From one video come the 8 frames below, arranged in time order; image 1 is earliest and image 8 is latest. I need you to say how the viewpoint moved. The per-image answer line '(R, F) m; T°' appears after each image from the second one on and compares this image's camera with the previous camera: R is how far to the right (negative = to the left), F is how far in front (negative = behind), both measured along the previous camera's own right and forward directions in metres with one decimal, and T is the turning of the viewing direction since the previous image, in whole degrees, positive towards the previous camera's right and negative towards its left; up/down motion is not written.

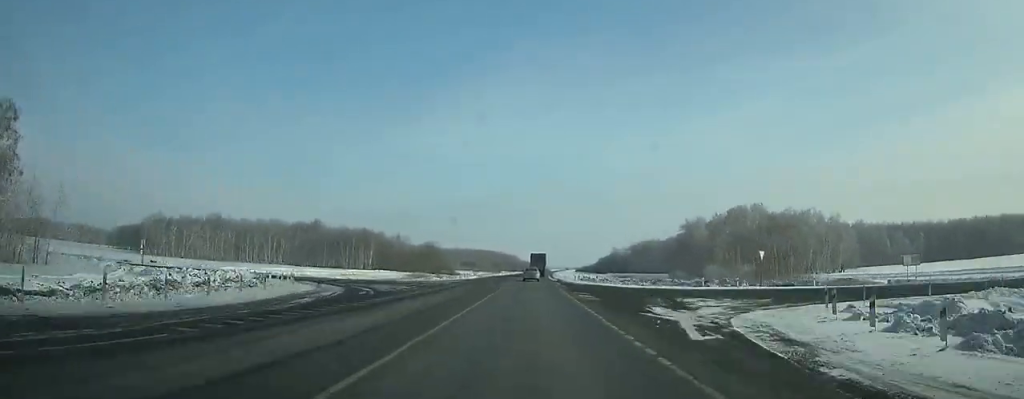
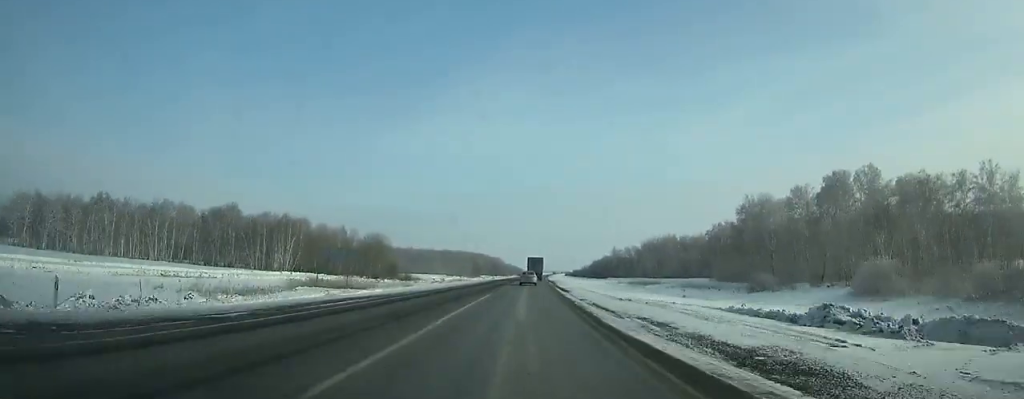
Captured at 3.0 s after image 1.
(+0.7, +69.9) m; +1°
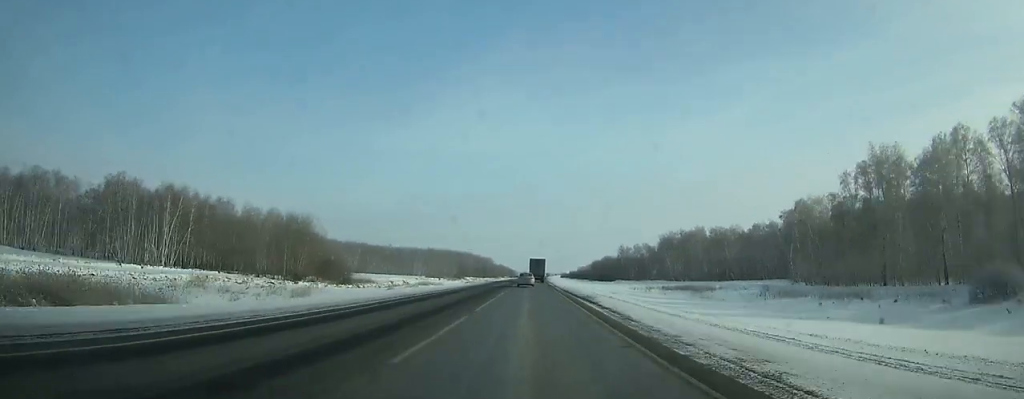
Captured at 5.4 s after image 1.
(+0.5, +56.2) m; +1°
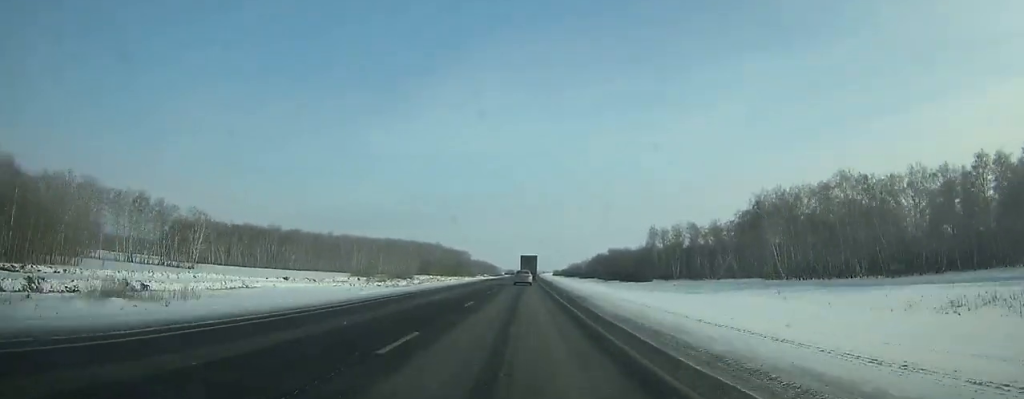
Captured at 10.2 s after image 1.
(+1.1, +113.4) m; +1°
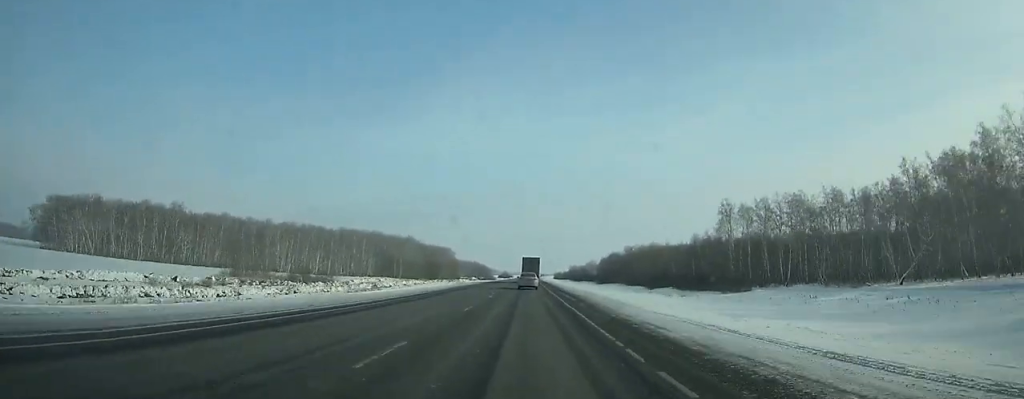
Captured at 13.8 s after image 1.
(+0.6, +85.1) m; +1°
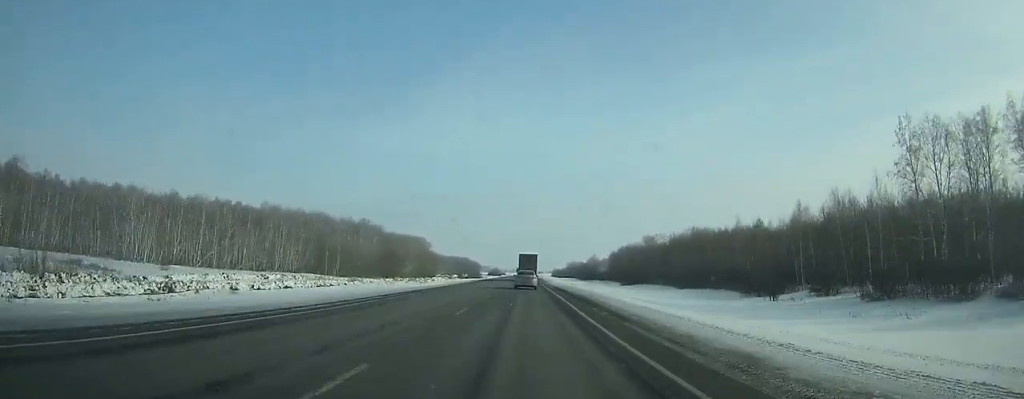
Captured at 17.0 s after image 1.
(+0.2, +75.0) m; 0°
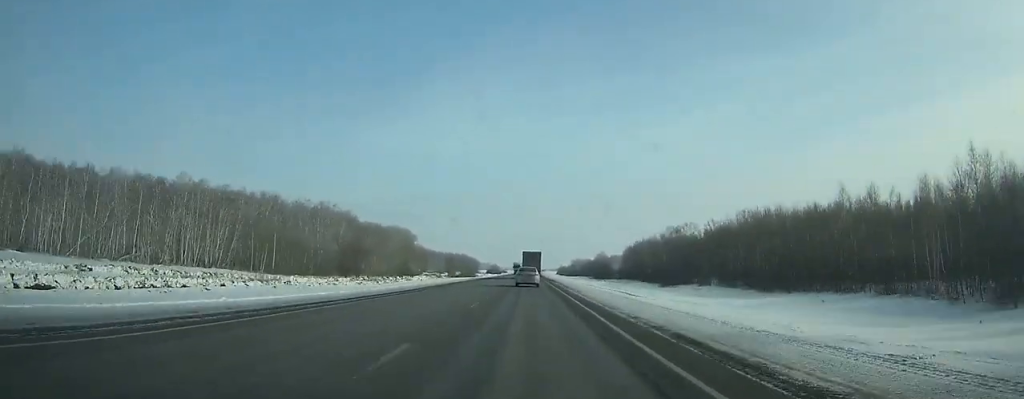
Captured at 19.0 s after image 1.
(0.0, +46.5) m; 0°
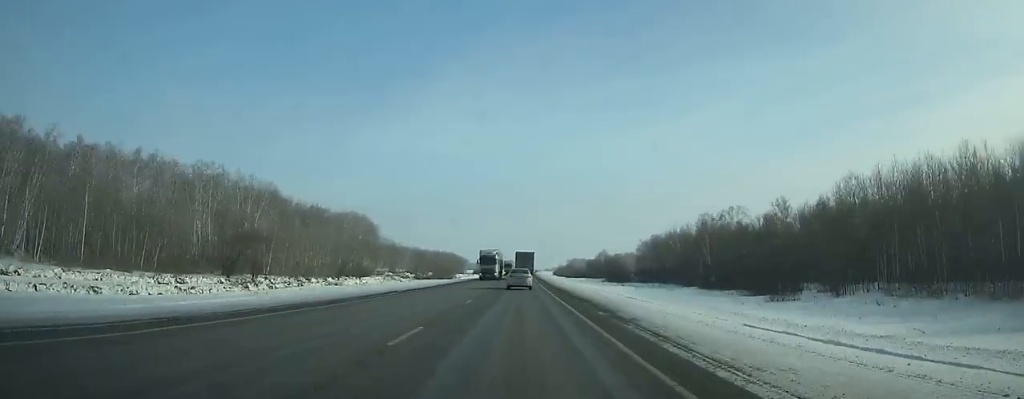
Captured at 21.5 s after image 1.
(+0.1, +57.6) m; 0°
